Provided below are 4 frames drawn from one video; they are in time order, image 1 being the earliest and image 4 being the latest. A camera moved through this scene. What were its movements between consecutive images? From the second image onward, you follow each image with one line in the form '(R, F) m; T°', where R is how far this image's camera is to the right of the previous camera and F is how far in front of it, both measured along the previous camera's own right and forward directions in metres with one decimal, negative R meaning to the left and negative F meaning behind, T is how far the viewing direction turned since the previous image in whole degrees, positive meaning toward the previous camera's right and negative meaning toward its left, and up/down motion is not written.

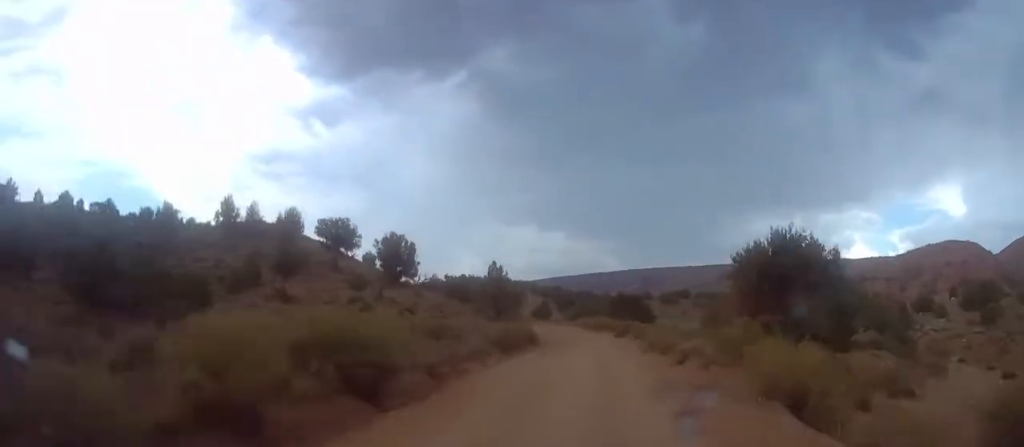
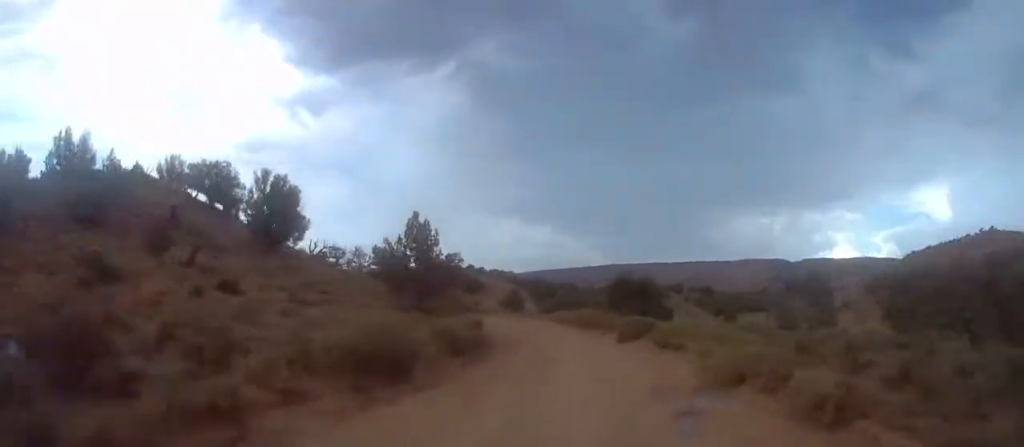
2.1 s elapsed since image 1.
(-1.1, +22.5) m; -6°
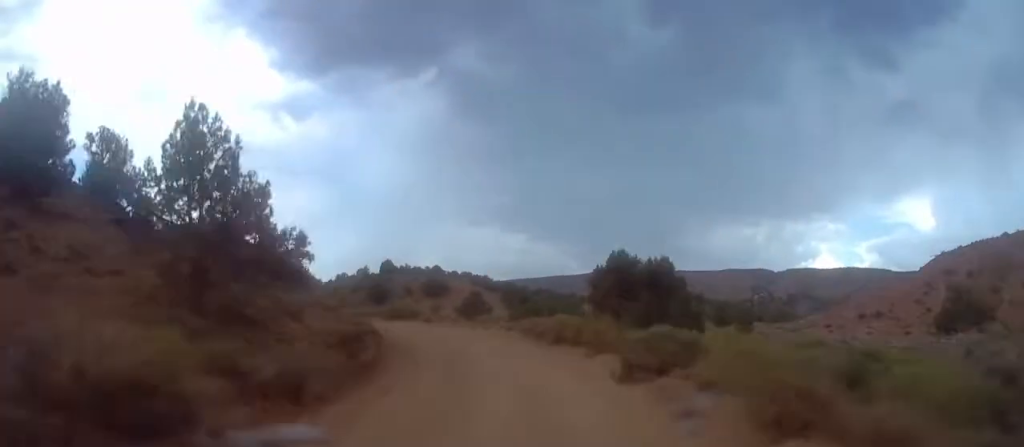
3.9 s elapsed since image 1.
(-1.0, +18.2) m; -6°
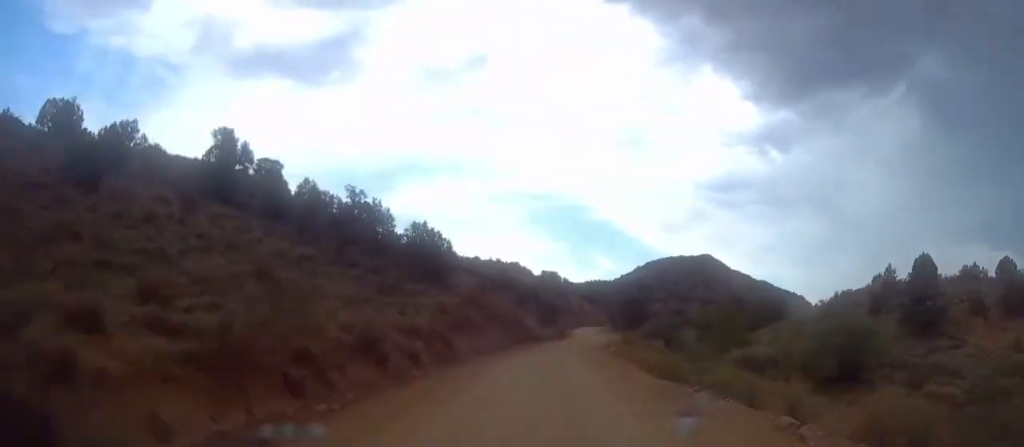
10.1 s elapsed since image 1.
(-13.6, +62.3) m; -24°
